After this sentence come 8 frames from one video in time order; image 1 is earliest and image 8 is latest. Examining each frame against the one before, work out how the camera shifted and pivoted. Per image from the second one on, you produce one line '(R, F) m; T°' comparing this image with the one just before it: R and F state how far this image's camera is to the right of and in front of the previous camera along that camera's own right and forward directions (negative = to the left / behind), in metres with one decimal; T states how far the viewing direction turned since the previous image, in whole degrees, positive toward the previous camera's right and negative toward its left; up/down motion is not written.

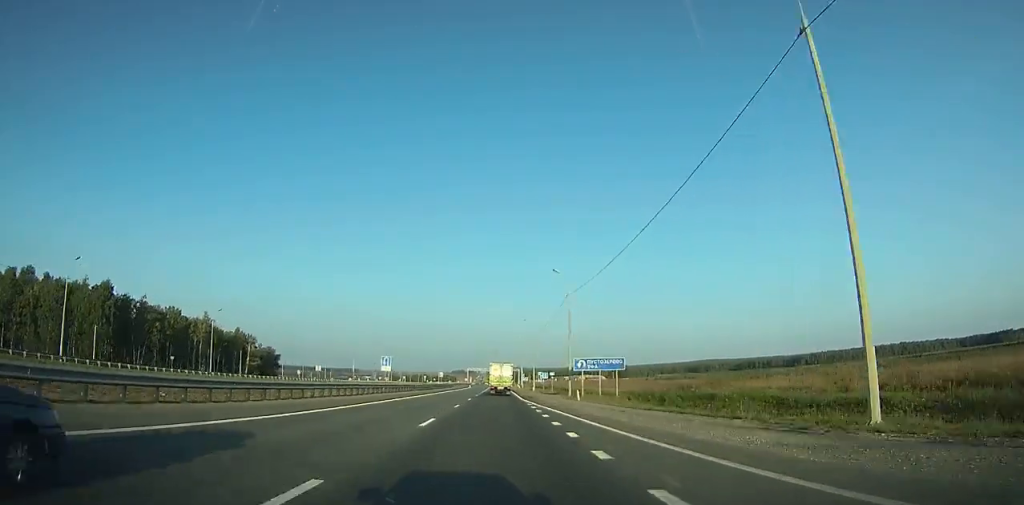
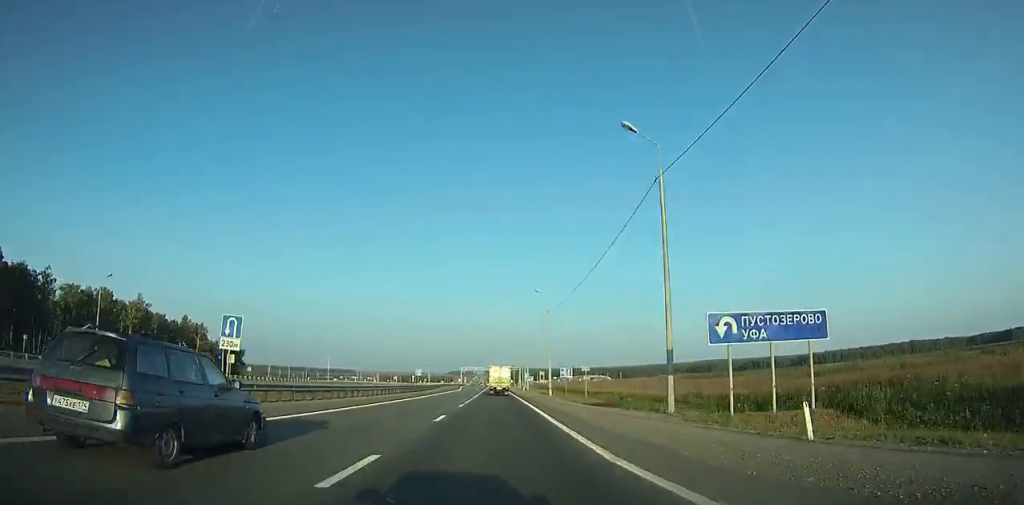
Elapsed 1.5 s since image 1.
(+0.1, +32.2) m; 0°
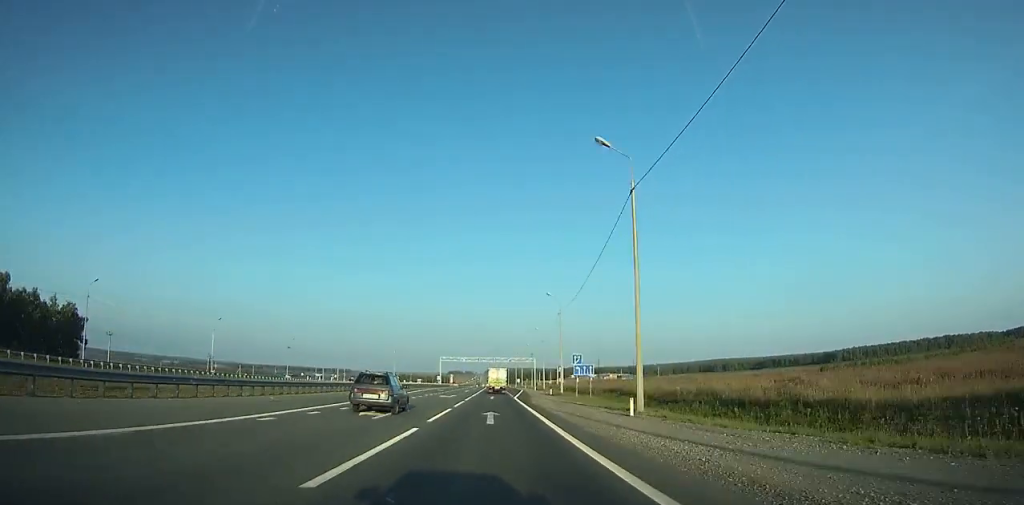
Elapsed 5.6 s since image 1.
(0.0, +88.5) m; 0°
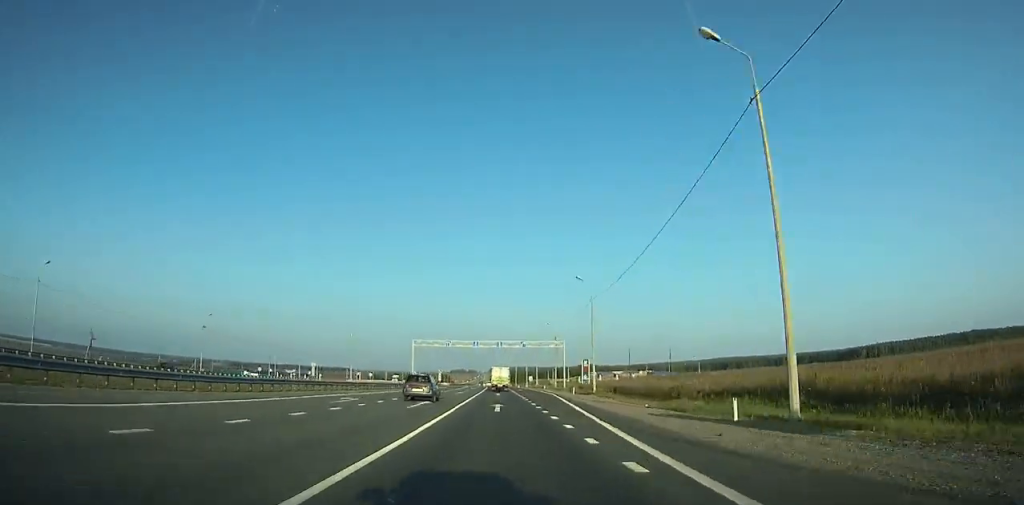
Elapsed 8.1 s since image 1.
(-0.1, +54.4) m; 0°
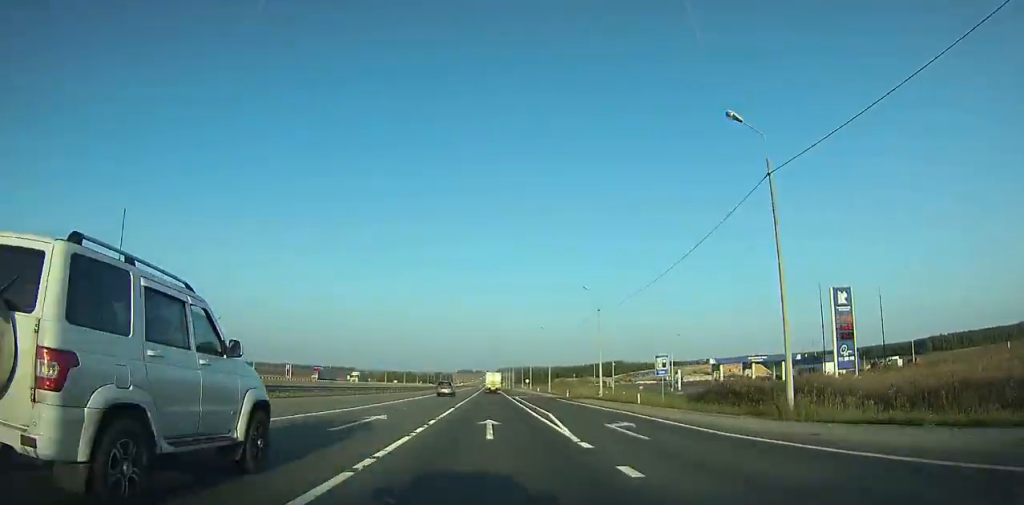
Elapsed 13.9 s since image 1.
(-0.3, +128.4) m; -1°
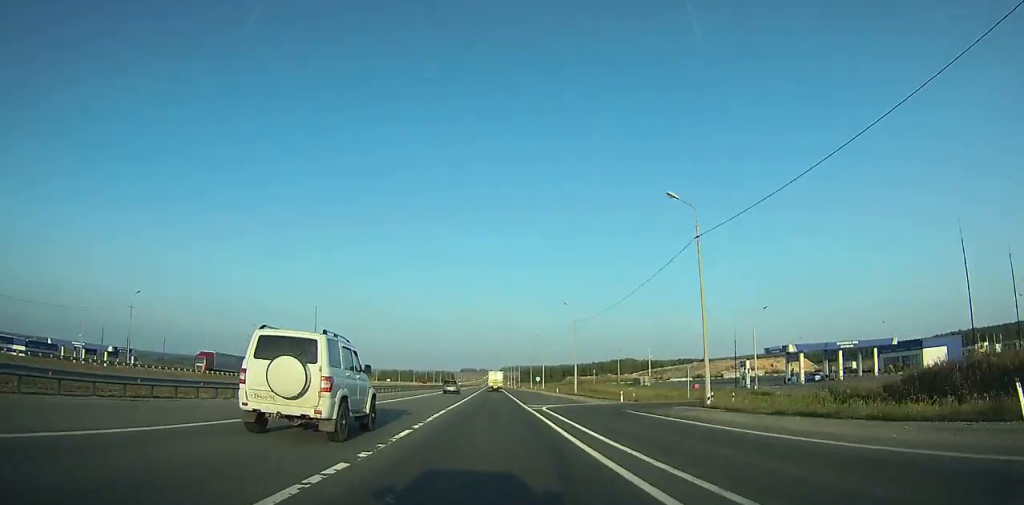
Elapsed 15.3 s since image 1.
(+0.1, +31.4) m; 0°
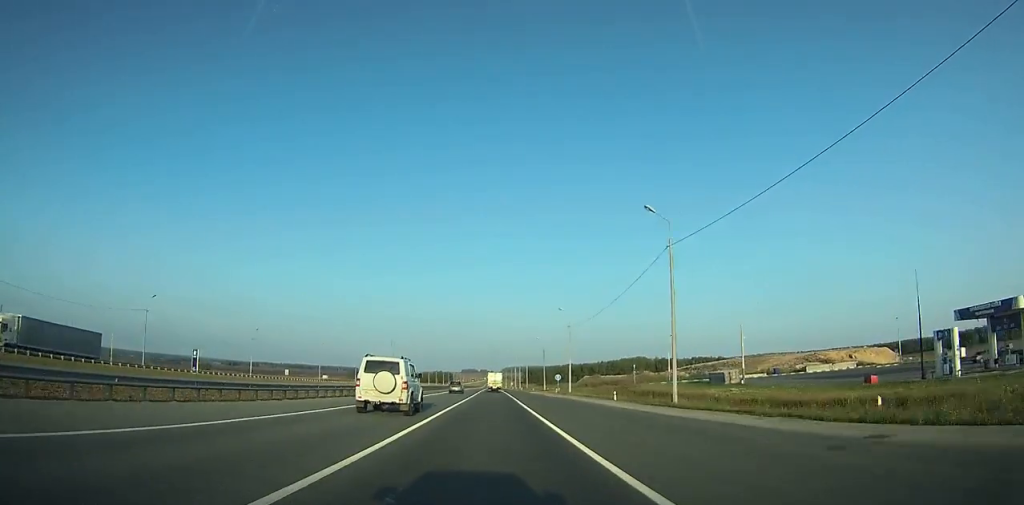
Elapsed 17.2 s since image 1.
(-0.6, +43.3) m; 0°
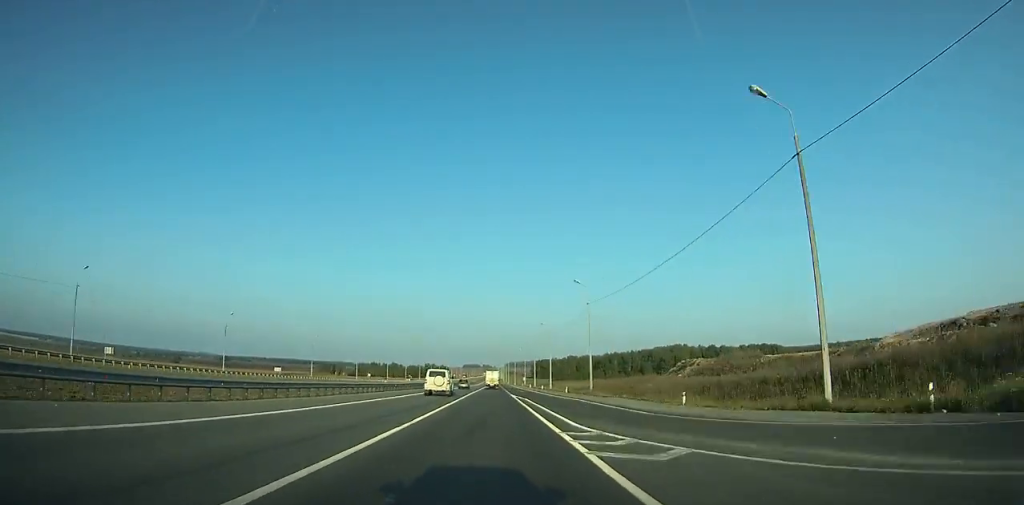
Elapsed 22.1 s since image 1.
(+0.1, +113.7) m; 0°
